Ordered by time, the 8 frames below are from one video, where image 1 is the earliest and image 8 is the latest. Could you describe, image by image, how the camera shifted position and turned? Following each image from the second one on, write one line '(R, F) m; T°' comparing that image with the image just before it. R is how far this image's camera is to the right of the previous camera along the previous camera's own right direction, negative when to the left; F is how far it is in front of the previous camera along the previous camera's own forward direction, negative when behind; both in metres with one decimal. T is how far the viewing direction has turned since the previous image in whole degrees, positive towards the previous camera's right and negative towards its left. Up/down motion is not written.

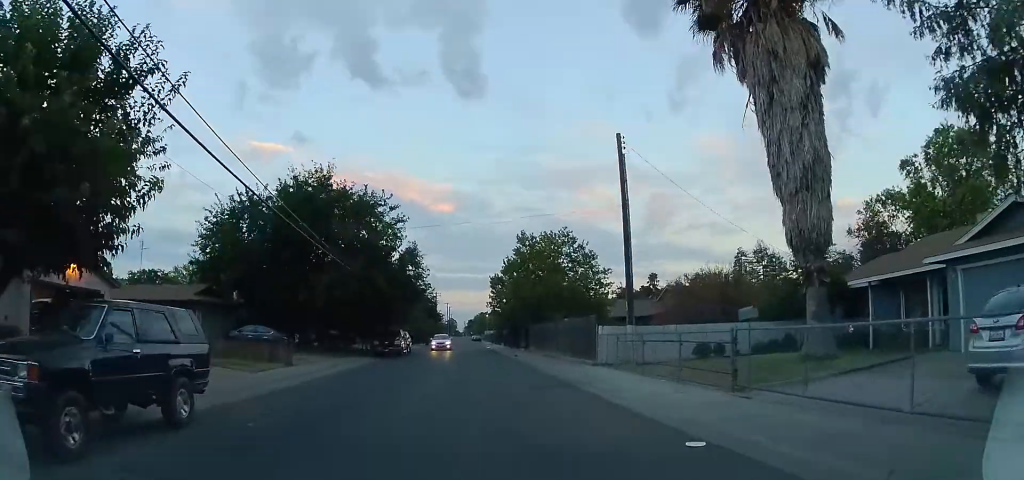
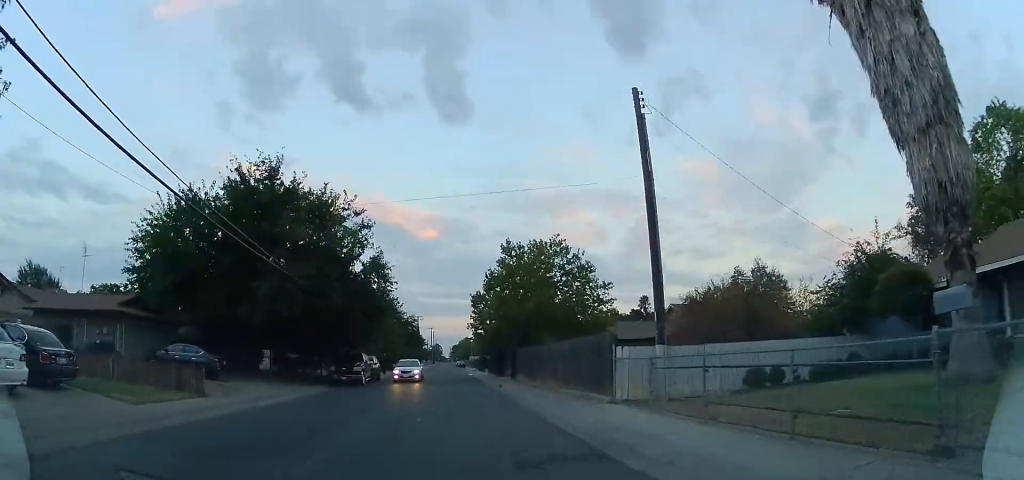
(-0.4, +5.6) m; 0°
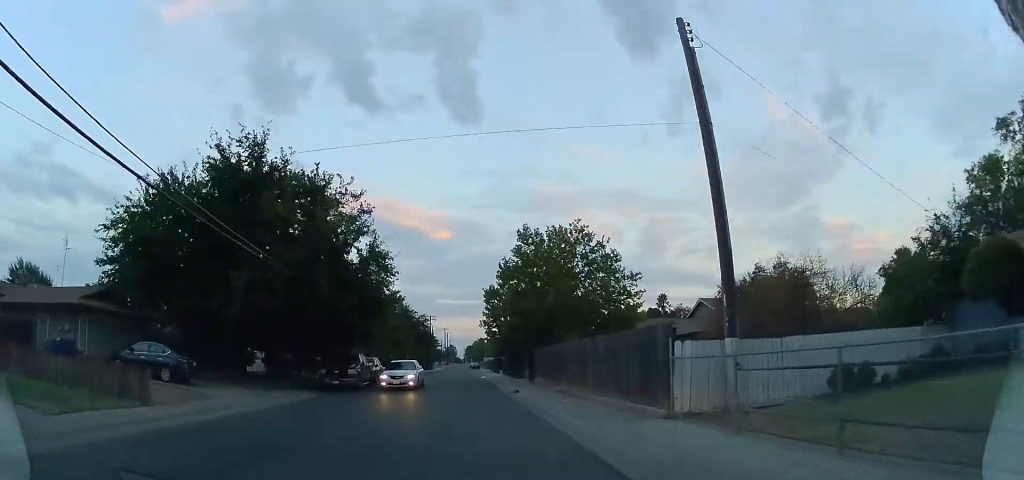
(+0.3, +3.4) m; 0°
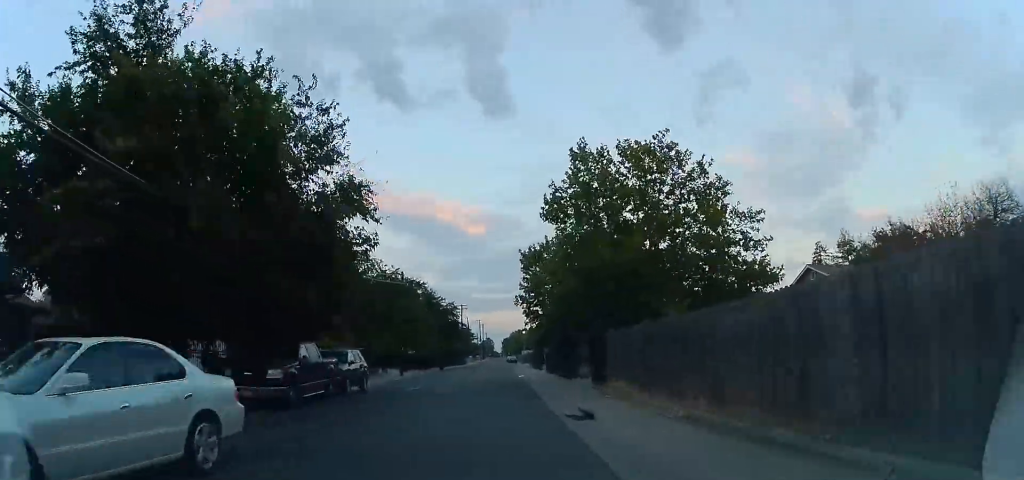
(-0.3, +11.1) m; 0°
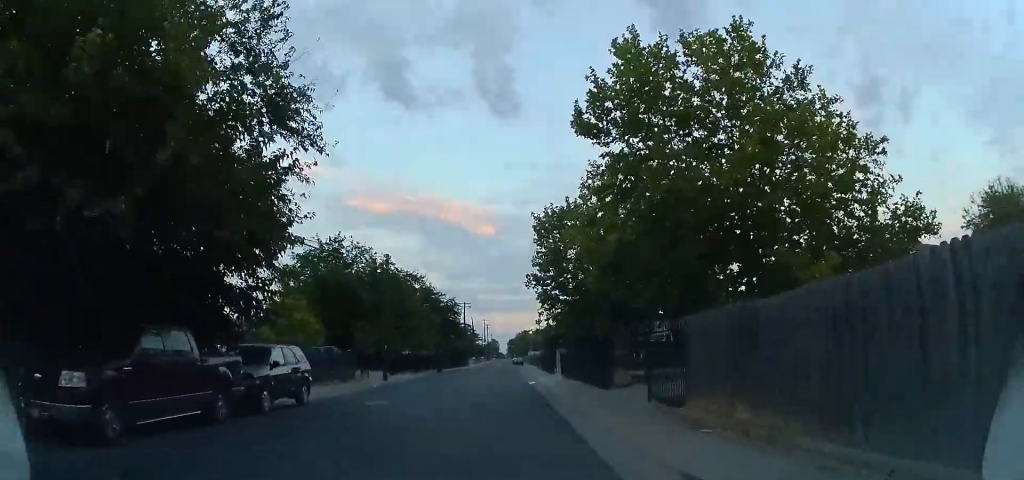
(+0.4, +7.4) m; -1°
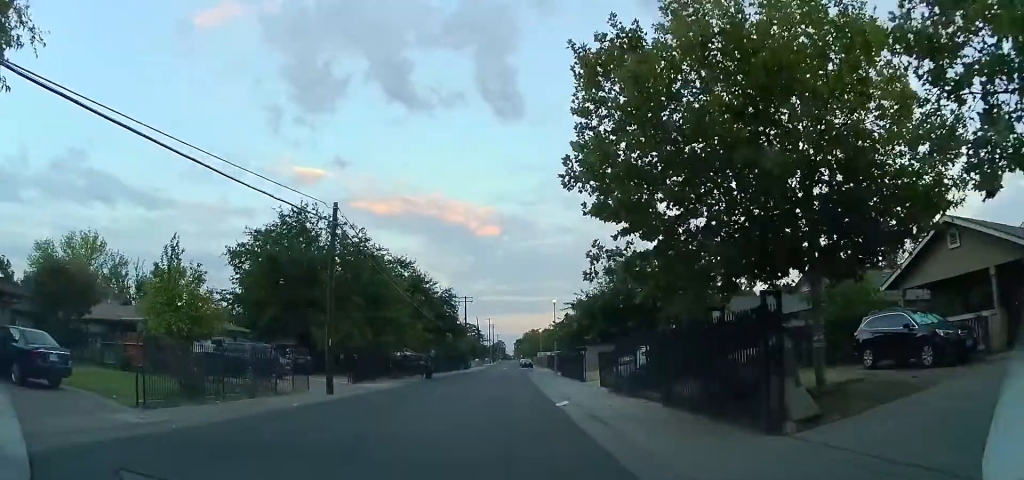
(-0.7, +11.8) m; -4°
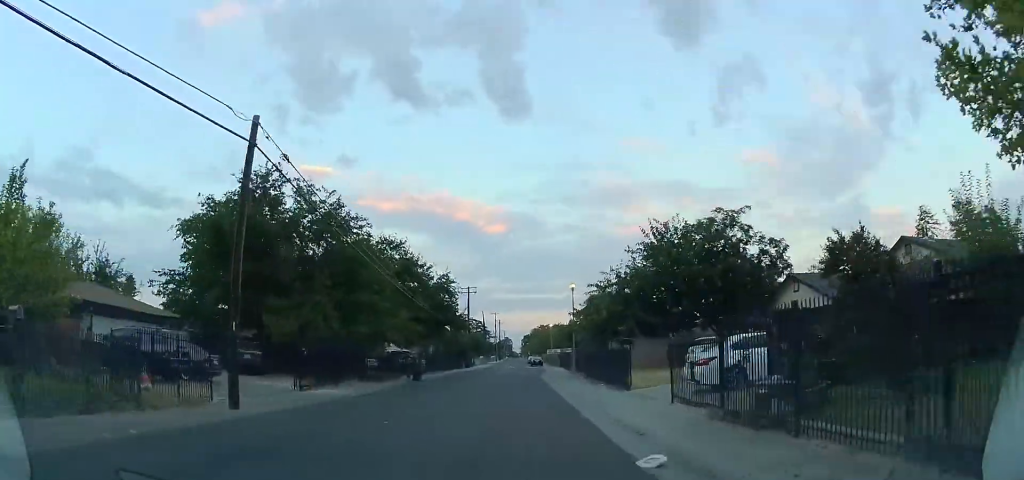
(0.0, +8.6) m; 0°
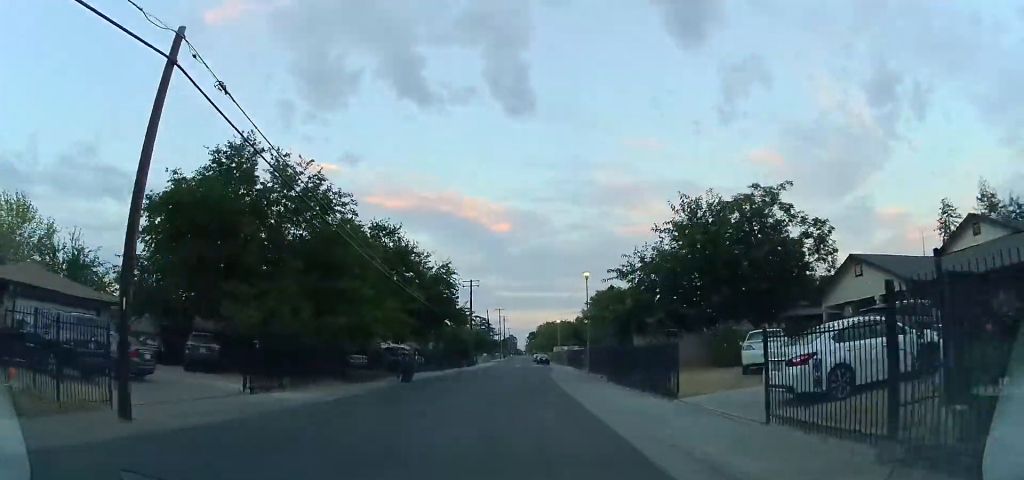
(0.0, +4.8) m; 0°
